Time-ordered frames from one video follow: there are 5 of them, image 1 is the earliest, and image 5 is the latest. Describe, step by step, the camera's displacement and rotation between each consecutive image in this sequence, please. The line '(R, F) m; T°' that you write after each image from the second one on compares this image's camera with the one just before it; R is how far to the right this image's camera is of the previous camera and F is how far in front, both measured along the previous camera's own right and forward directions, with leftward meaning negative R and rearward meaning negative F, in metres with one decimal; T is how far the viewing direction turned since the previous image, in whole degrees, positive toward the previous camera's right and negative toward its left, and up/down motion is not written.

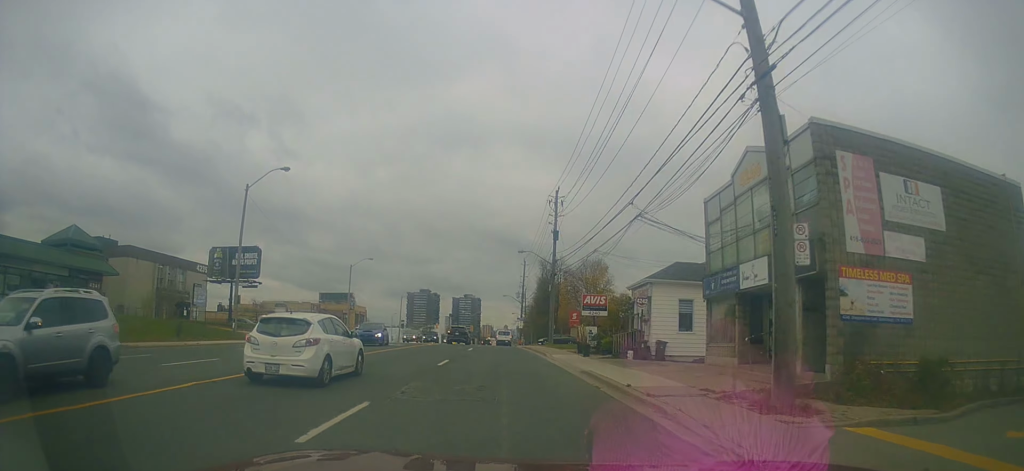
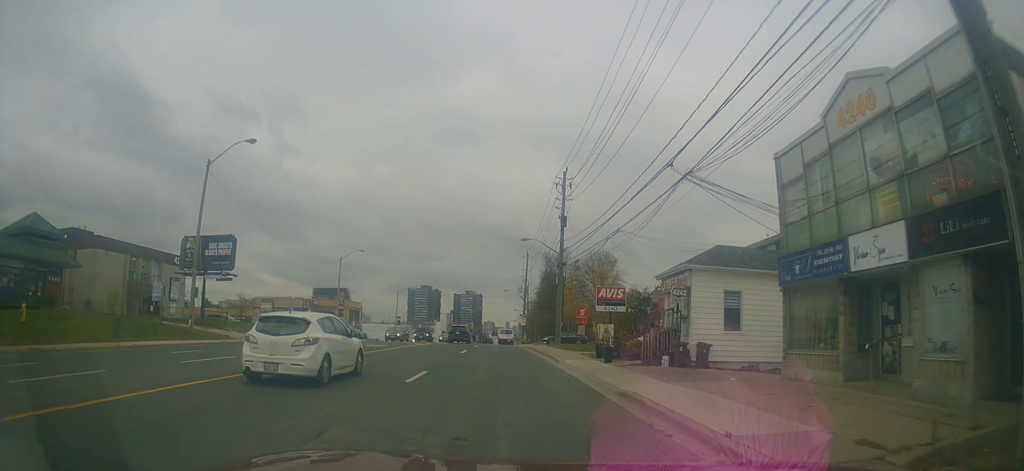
(0.0, +6.1) m; 0°
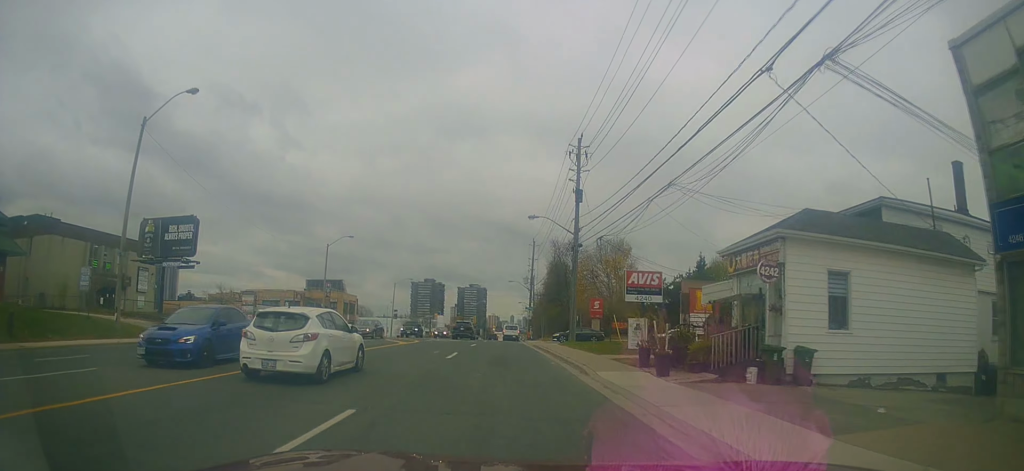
(+0.3, +7.7) m; 0°
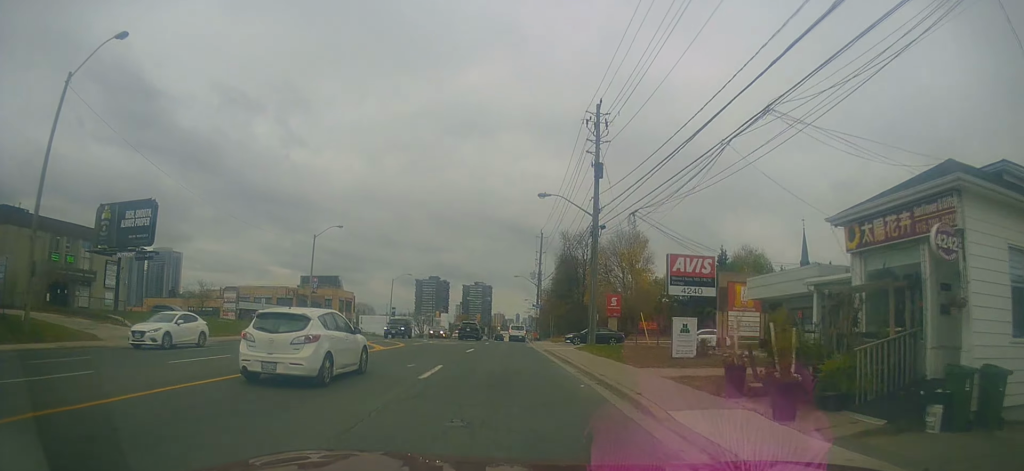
(-0.1, +6.8) m; -1°
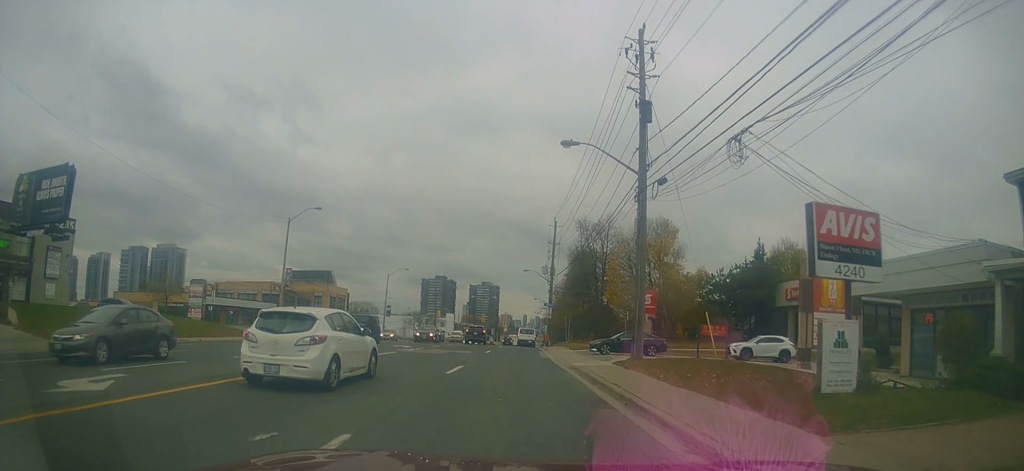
(-0.3, +10.2) m; -2°
